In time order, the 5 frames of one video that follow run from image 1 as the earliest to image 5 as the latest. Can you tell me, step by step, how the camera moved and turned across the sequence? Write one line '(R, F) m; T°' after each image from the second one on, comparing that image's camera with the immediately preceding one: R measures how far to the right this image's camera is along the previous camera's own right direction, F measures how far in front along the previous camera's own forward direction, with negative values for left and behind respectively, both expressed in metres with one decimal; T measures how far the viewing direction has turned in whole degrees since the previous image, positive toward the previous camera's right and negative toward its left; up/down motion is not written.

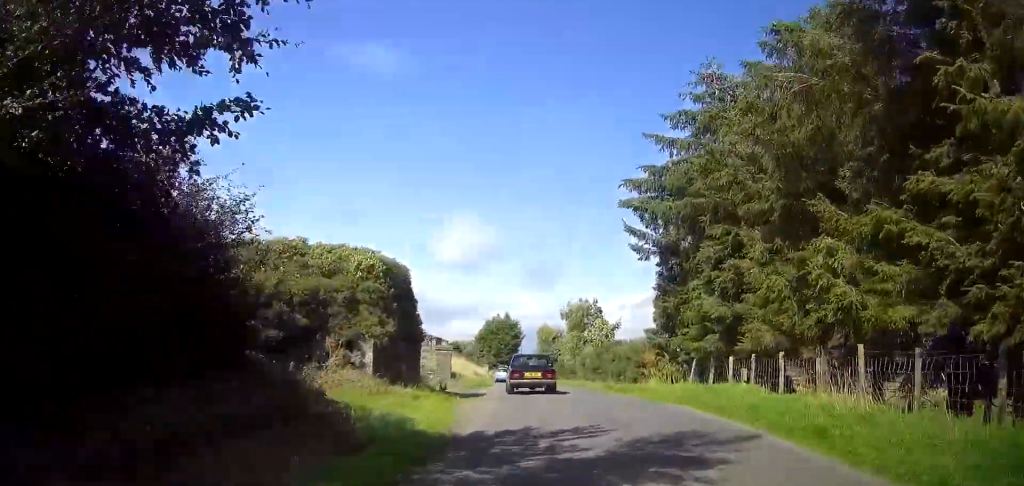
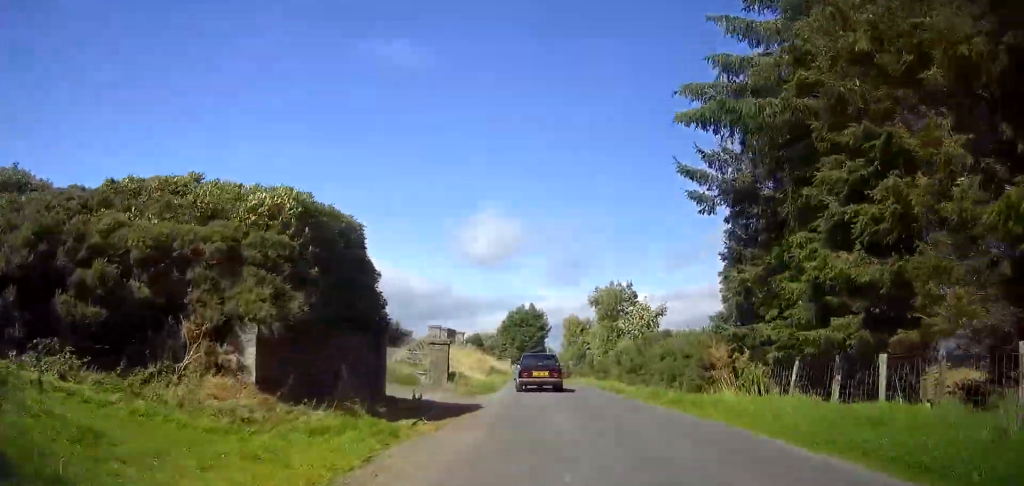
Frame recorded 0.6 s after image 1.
(0.0, +7.4) m; -2°
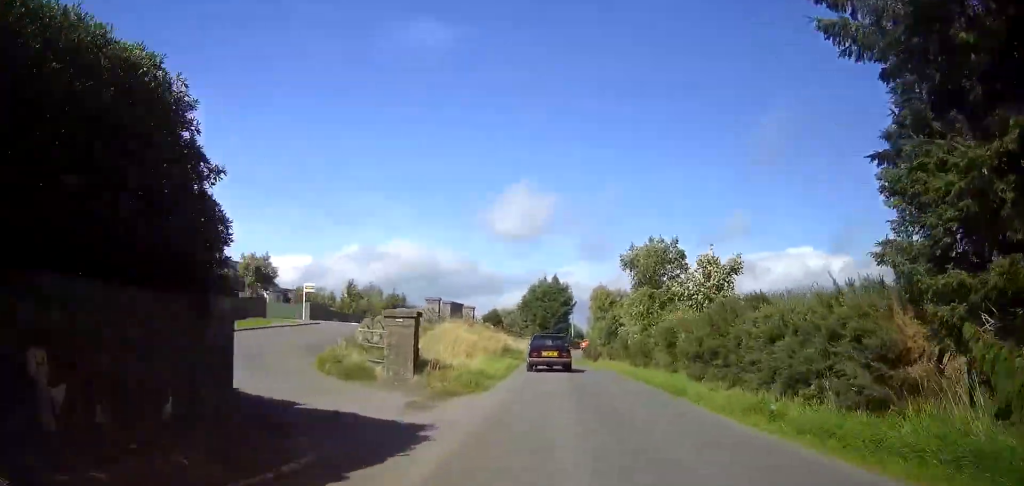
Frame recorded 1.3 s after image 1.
(-0.2, +8.6) m; -2°
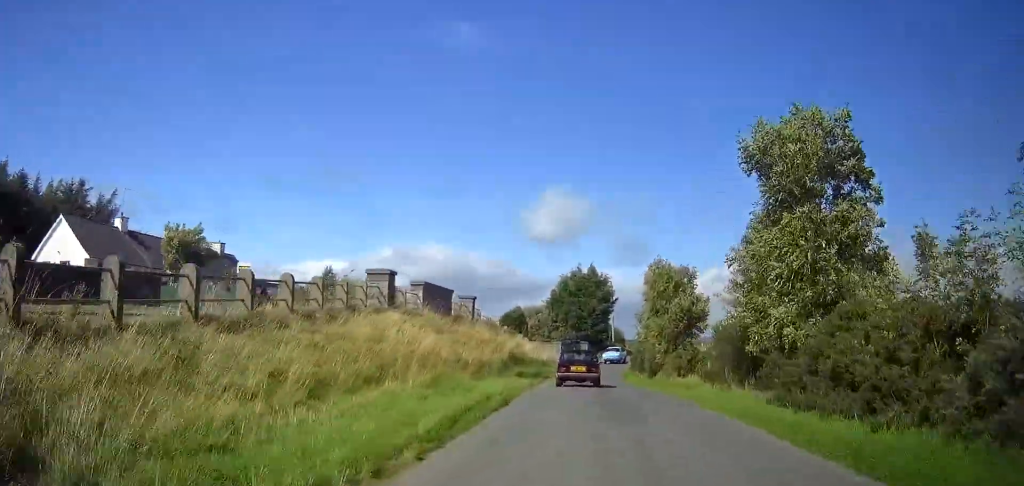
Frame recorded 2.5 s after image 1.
(-0.4, +16.0) m; -2°
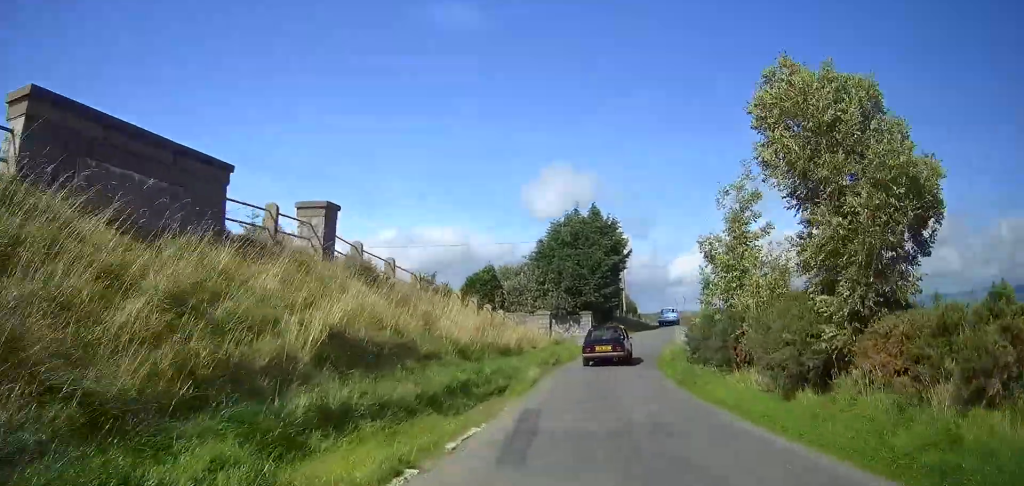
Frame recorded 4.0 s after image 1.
(-0.3, +20.8) m; 0°
